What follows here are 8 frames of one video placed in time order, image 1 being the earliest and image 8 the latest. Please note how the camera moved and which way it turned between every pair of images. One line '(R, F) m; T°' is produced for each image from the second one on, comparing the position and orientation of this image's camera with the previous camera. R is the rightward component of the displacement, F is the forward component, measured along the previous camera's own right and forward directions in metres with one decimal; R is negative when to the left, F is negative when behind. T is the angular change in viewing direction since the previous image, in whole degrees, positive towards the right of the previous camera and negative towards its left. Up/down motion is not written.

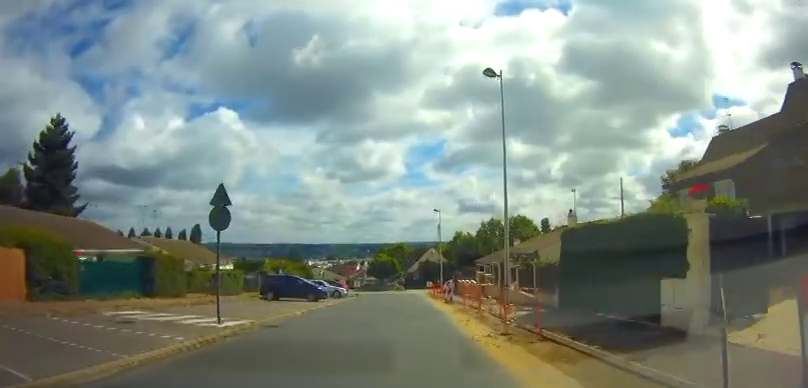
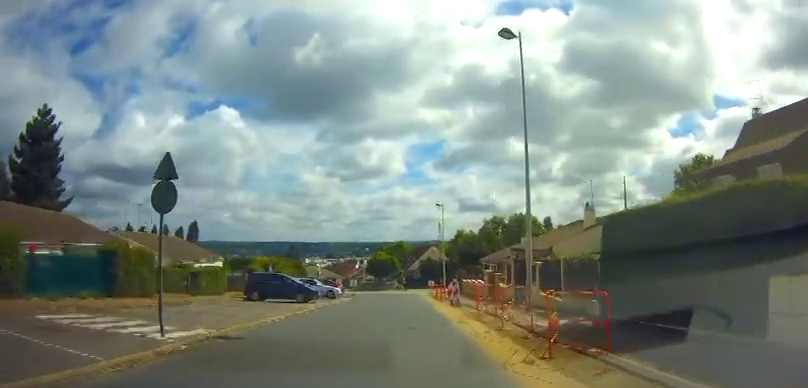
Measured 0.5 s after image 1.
(0.0, +2.6) m; 0°
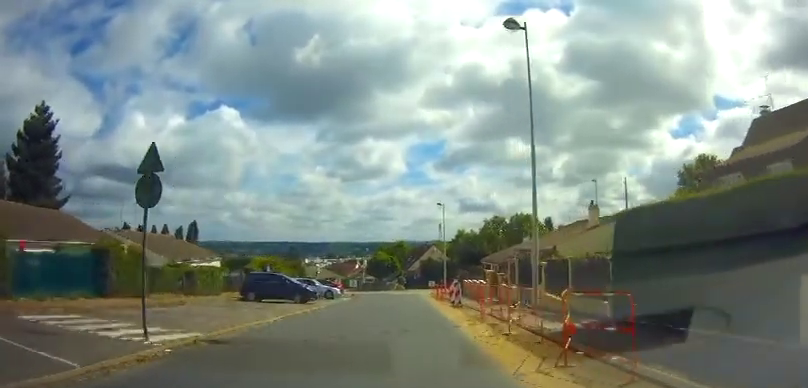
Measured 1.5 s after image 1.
(0.0, +6.0) m; 0°
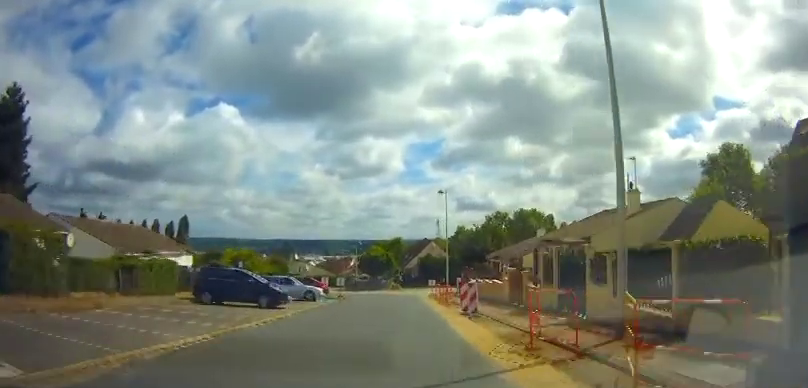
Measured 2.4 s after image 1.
(0.0, +5.4) m; +1°
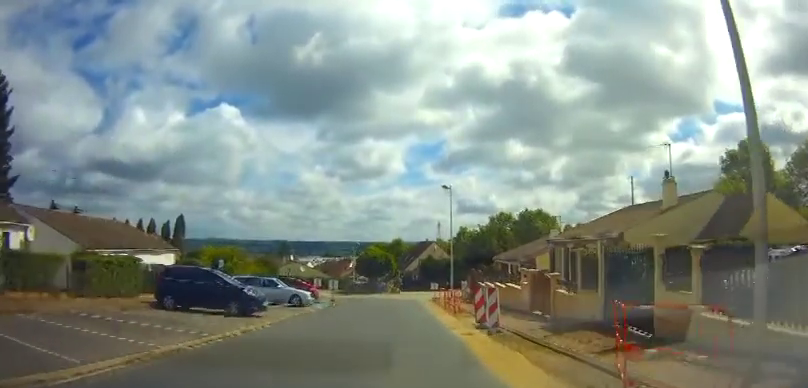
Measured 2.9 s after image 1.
(0.0, +3.5) m; 0°
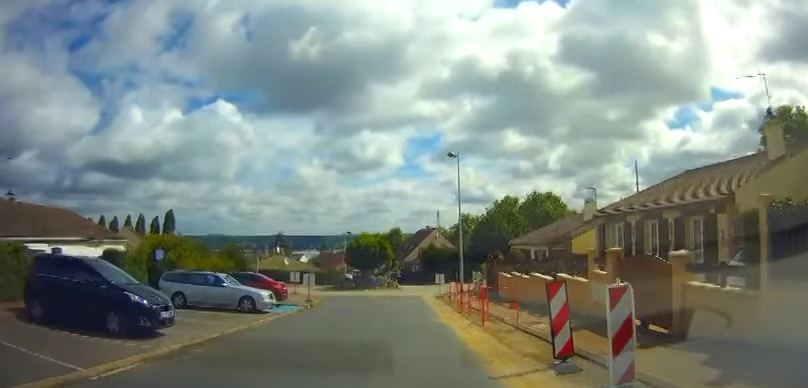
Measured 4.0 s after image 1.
(0.0, +7.4) m; -1°
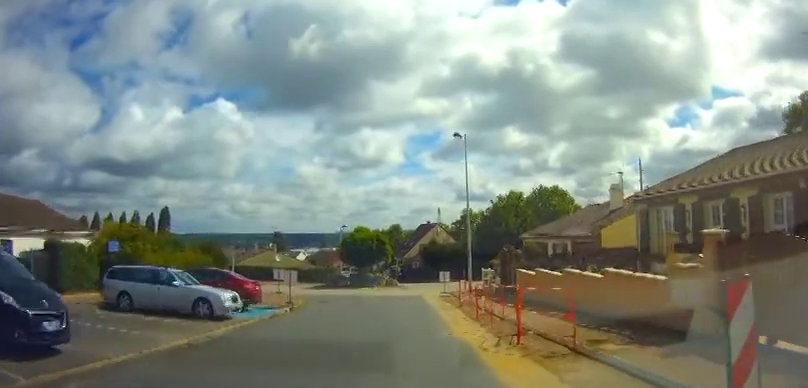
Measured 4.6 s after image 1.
(0.0, +3.9) m; -1°
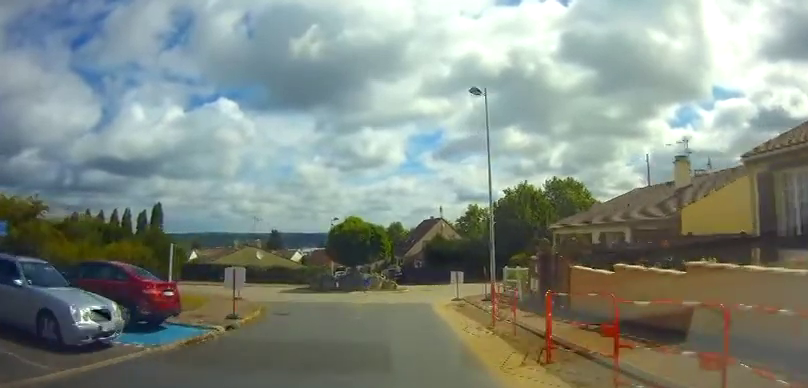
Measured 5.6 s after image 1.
(-0.1, +6.6) m; -2°
